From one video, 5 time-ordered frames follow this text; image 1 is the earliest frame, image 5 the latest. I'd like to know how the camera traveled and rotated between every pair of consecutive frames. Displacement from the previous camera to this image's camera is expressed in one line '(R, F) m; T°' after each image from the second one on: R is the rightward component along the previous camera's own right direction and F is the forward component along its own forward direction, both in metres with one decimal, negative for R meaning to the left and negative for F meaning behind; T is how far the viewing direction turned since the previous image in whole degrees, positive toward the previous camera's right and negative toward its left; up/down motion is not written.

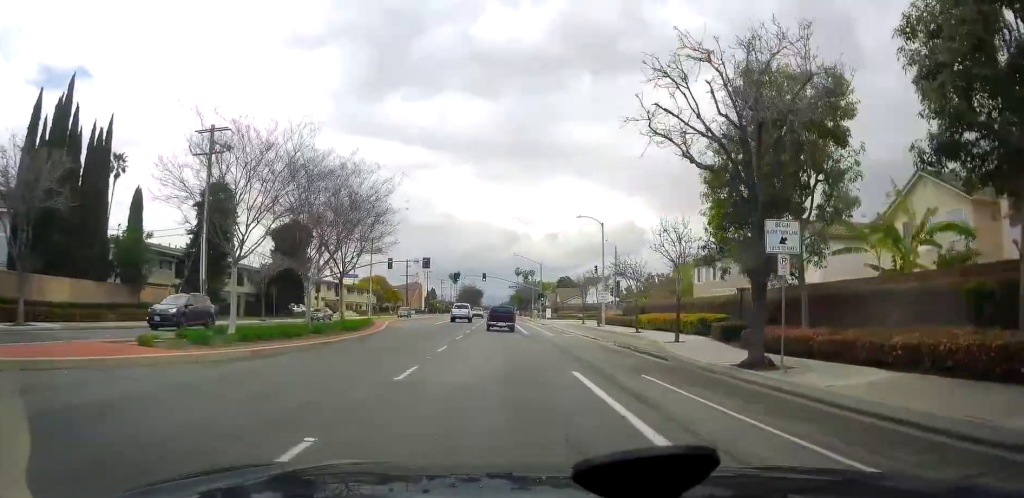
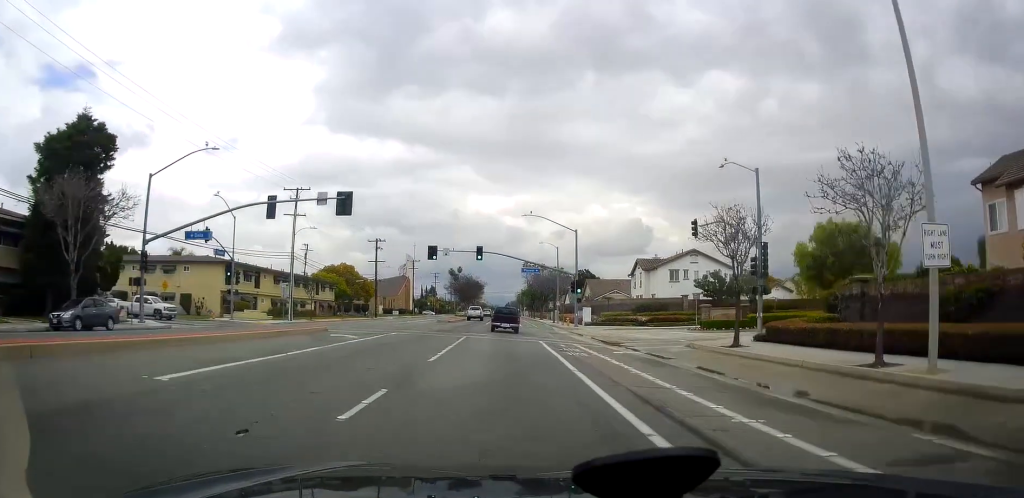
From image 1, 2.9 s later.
(0.0, +40.9) m; 0°
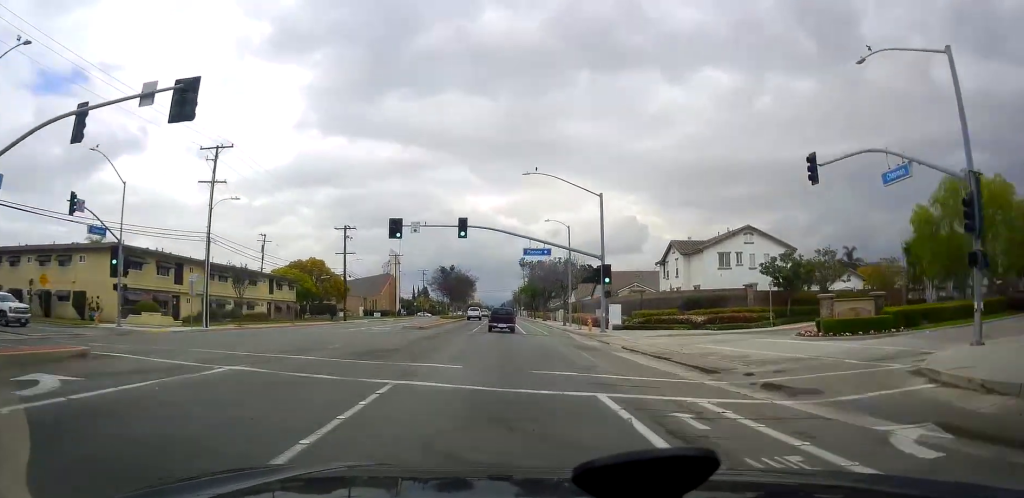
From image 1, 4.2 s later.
(0.0, +17.6) m; 0°
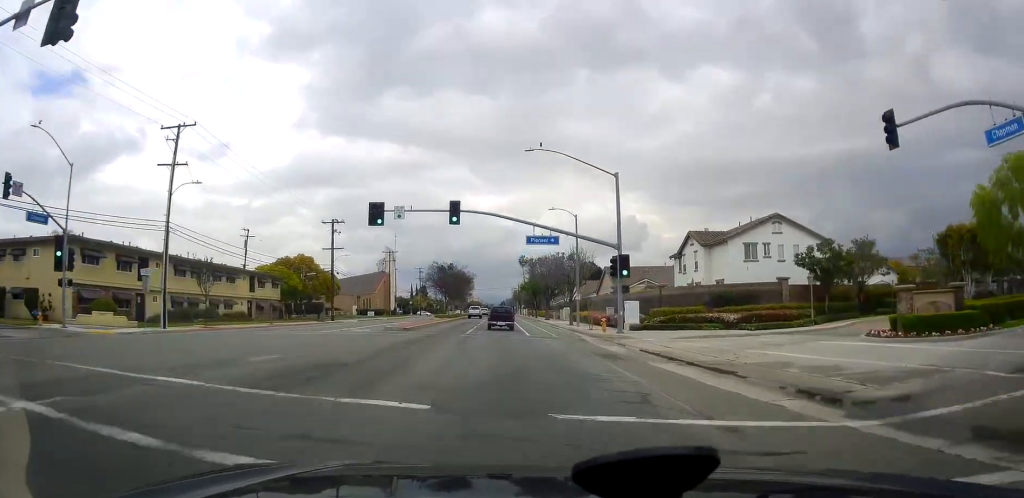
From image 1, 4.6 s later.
(0.0, +6.1) m; 0°
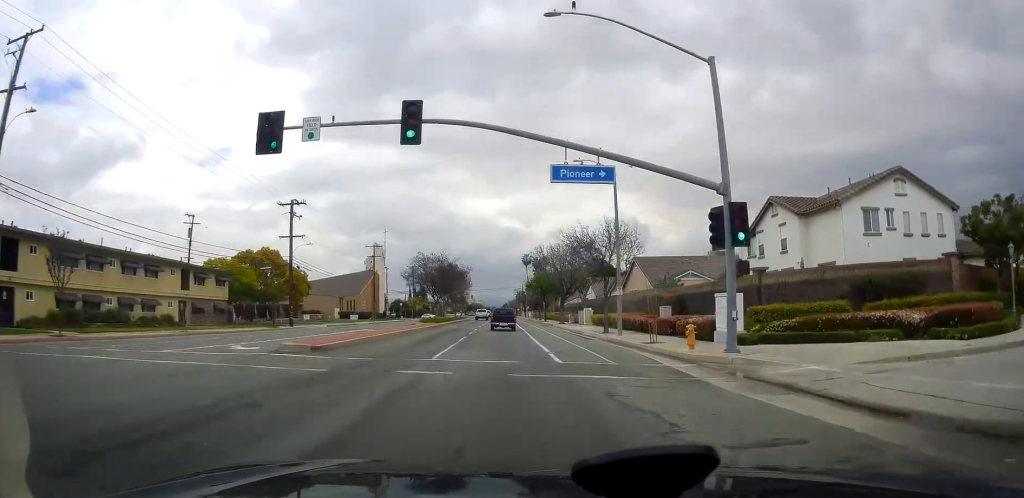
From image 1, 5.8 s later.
(0.0, +16.6) m; 0°
